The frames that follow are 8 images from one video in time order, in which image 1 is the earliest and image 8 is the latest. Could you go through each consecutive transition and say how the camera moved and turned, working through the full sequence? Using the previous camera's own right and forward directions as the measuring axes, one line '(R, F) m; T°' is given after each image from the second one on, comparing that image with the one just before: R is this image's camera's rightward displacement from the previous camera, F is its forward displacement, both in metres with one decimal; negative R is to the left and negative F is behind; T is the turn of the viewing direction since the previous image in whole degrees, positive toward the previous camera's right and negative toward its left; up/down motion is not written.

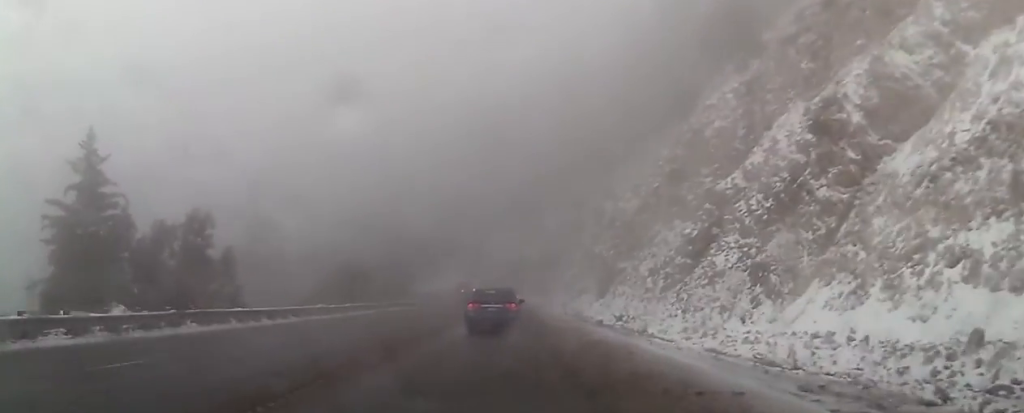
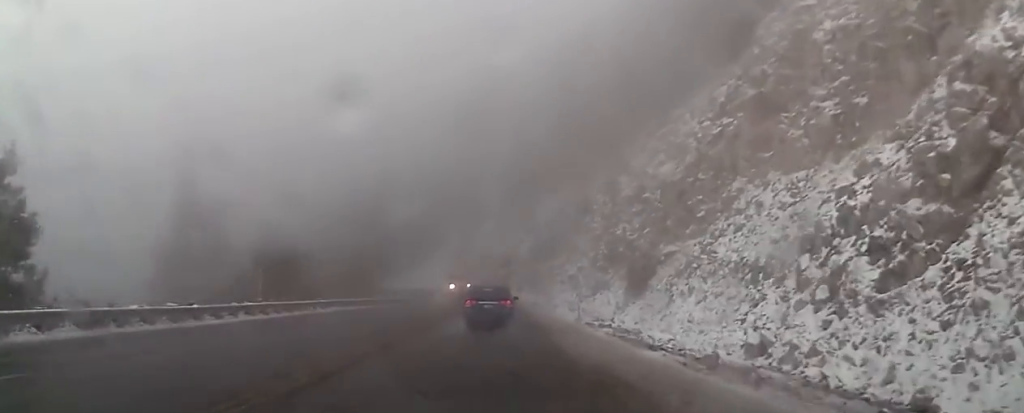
(0.0, +17.7) m; 0°
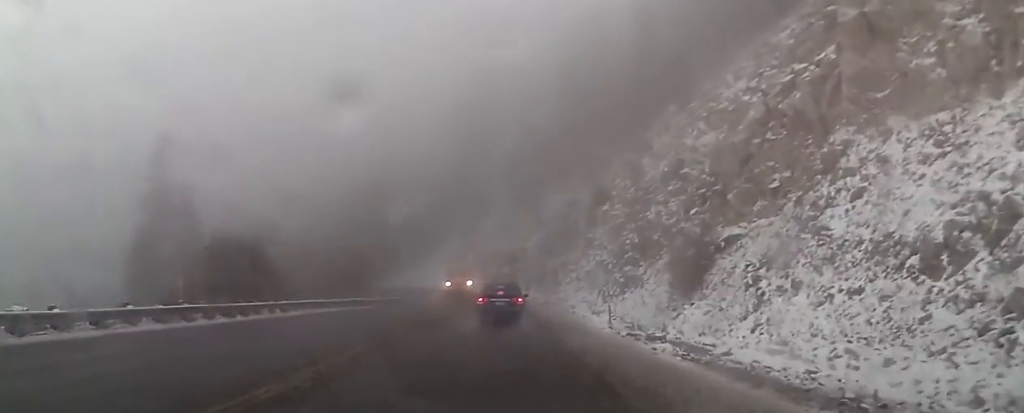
(0.0, +8.9) m; 0°
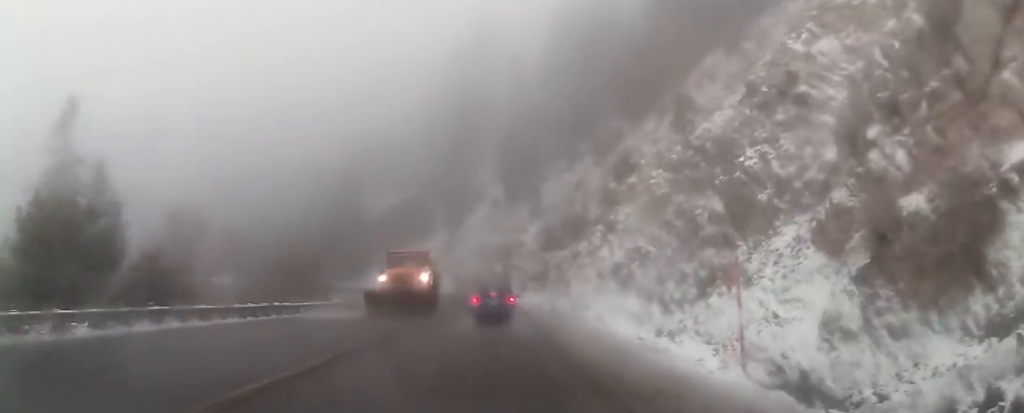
(0.0, +16.7) m; 0°
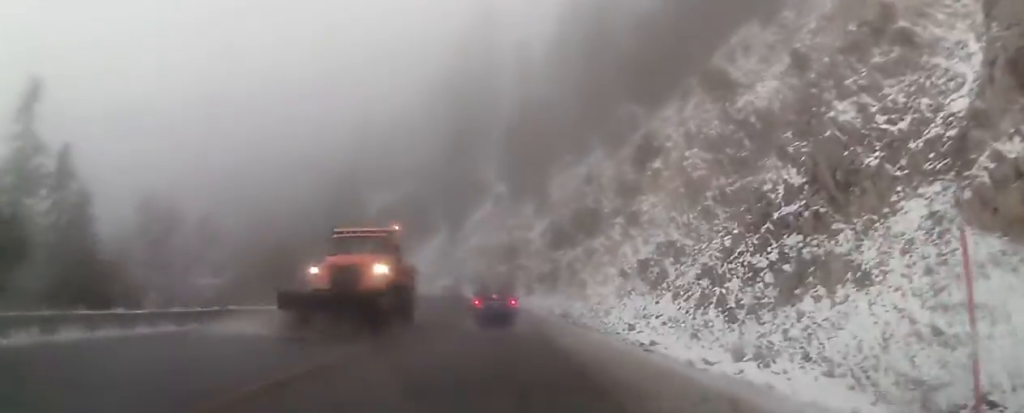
(0.0, +6.4) m; 0°
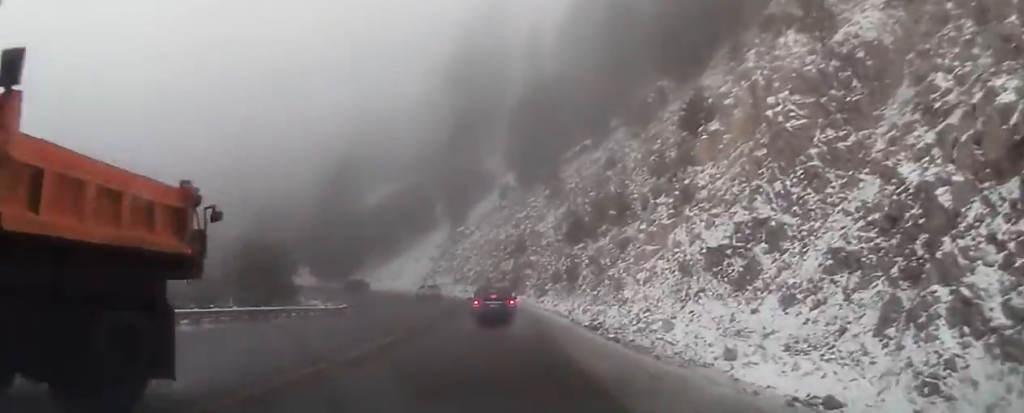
(0.0, +10.0) m; 0°
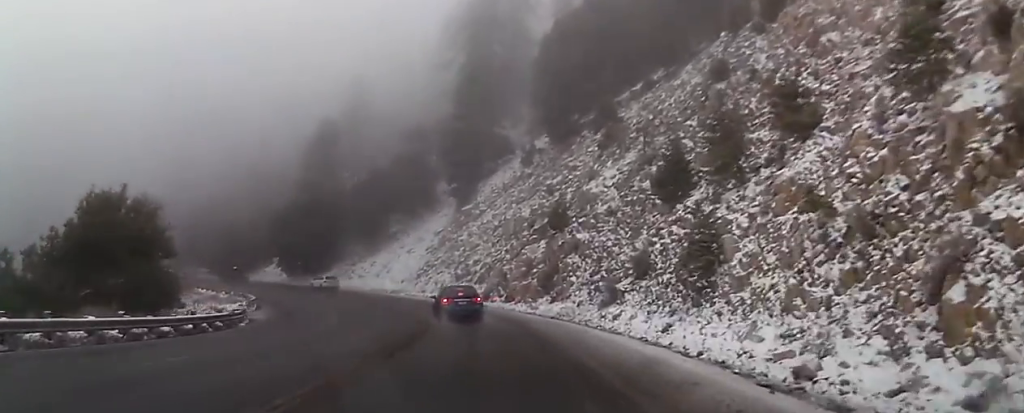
(0.0, +26.8) m; 0°
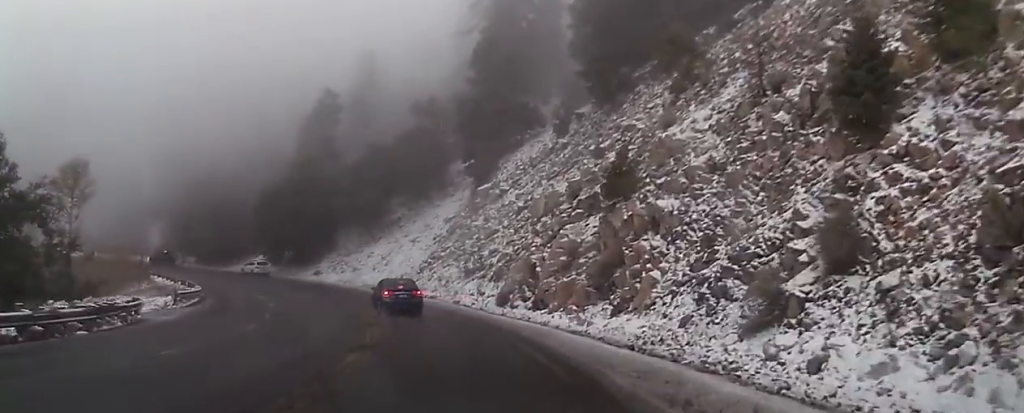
(0.0, +13.9) m; 0°
